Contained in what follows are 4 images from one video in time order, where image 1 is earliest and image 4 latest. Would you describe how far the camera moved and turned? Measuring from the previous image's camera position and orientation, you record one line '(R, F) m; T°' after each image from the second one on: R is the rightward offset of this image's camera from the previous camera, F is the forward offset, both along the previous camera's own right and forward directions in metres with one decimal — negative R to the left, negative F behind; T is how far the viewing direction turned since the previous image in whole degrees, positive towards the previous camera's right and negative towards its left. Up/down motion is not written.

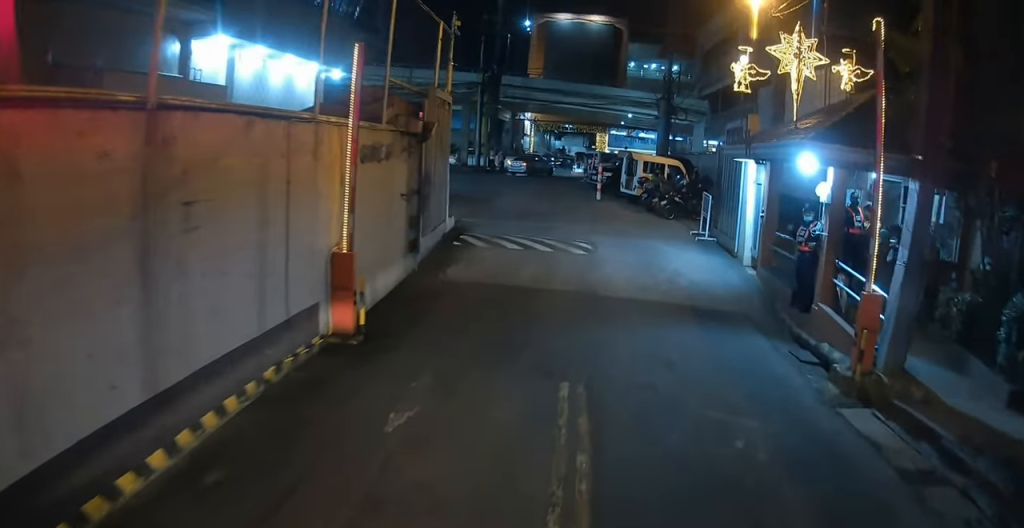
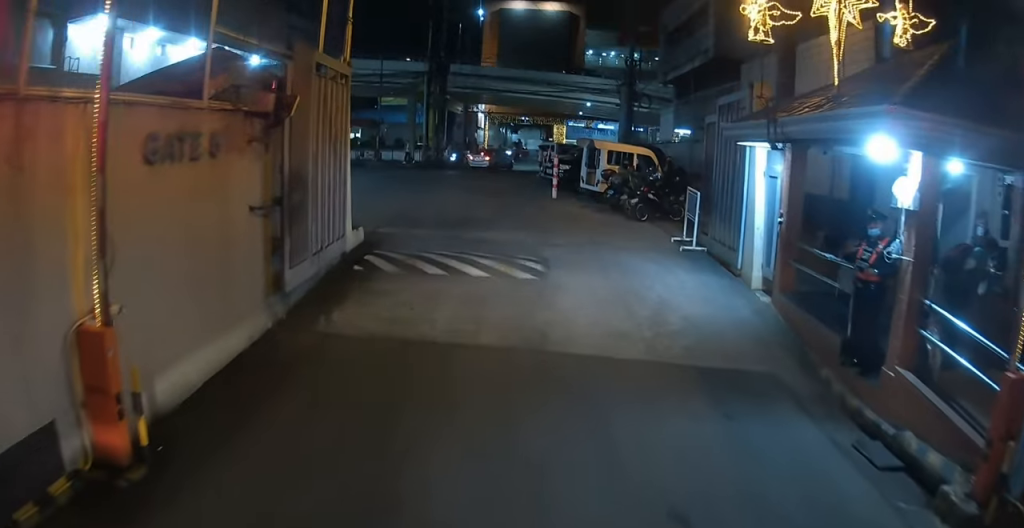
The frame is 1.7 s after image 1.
(+0.3, +3.8) m; +15°
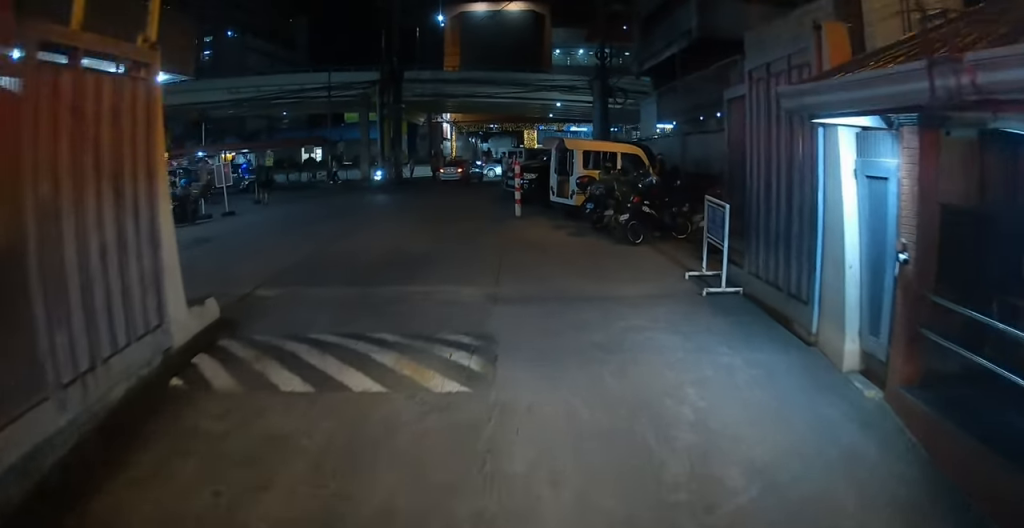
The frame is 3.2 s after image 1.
(+0.6, +4.3) m; -1°
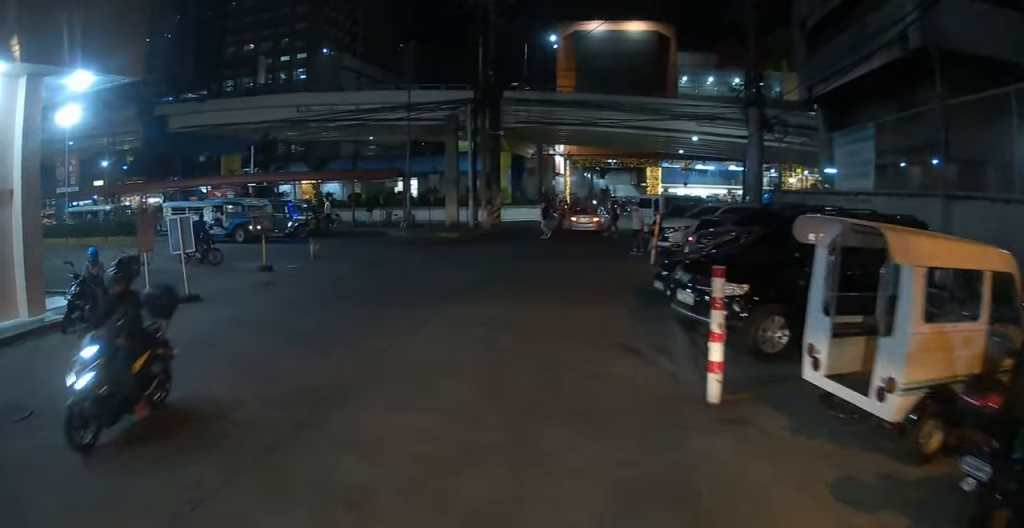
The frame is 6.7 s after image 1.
(-3.1, +8.6) m; -34°
